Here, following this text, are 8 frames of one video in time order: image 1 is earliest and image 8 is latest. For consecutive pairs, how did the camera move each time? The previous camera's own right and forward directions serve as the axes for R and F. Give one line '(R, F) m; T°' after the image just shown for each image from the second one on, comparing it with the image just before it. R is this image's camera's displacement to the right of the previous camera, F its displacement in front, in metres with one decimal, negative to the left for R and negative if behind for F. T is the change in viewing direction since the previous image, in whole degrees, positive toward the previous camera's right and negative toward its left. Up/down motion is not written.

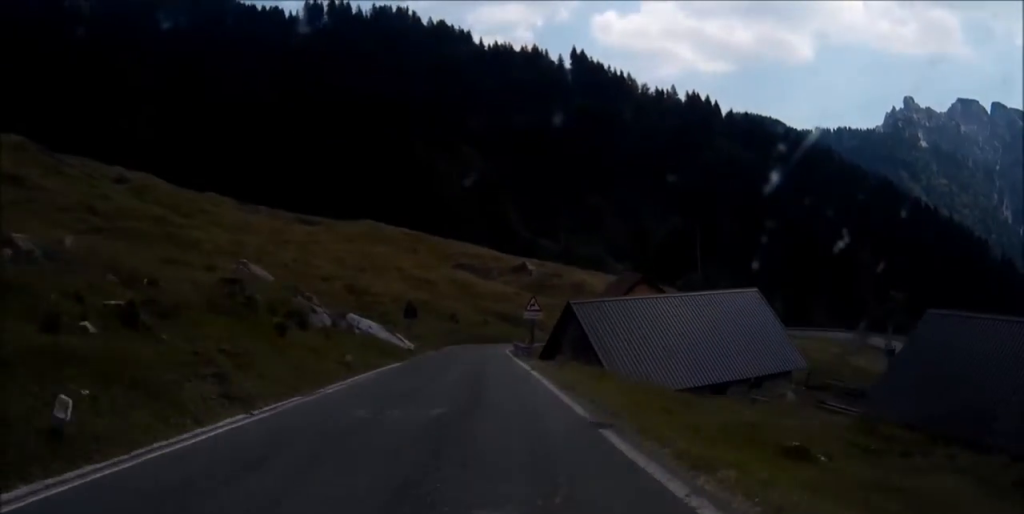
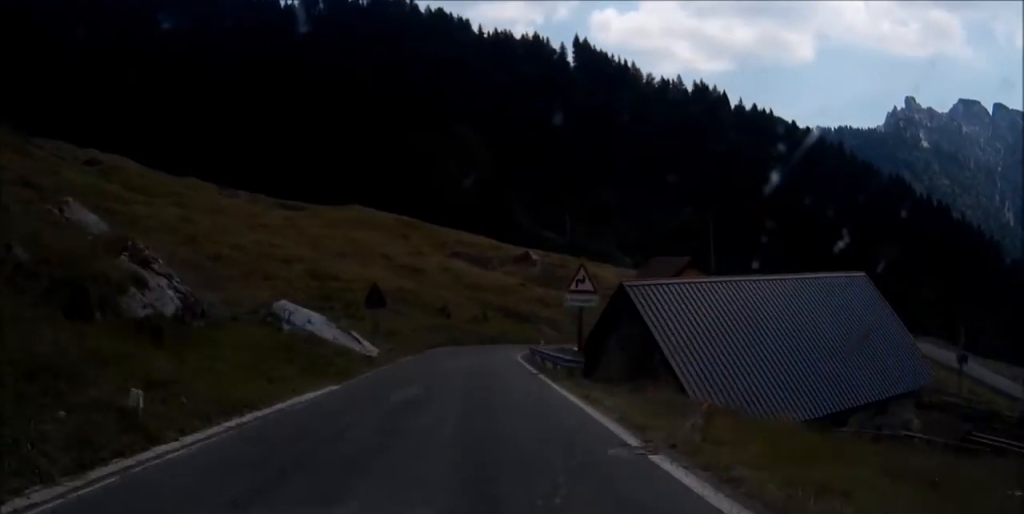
(-0.2, +13.2) m; +1°
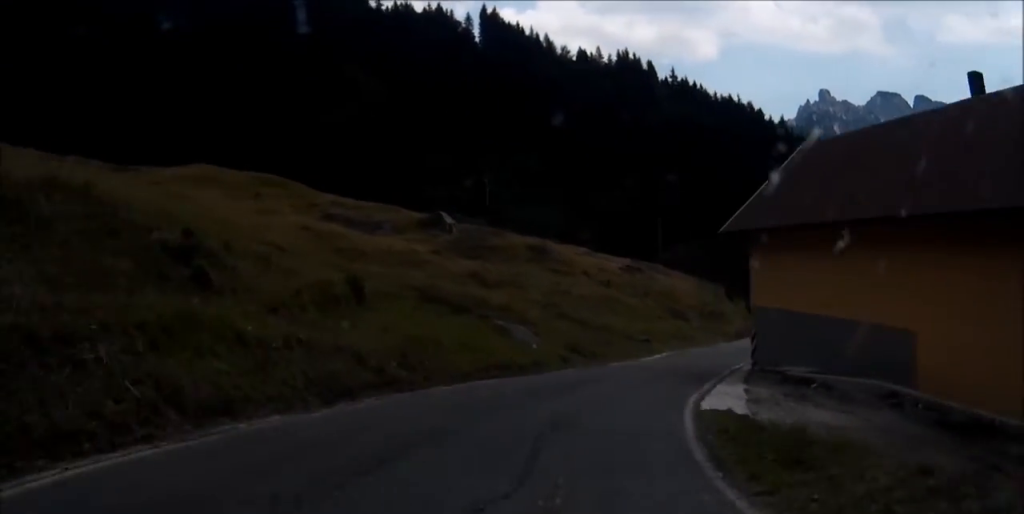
(+2.1, +36.7) m; +17°
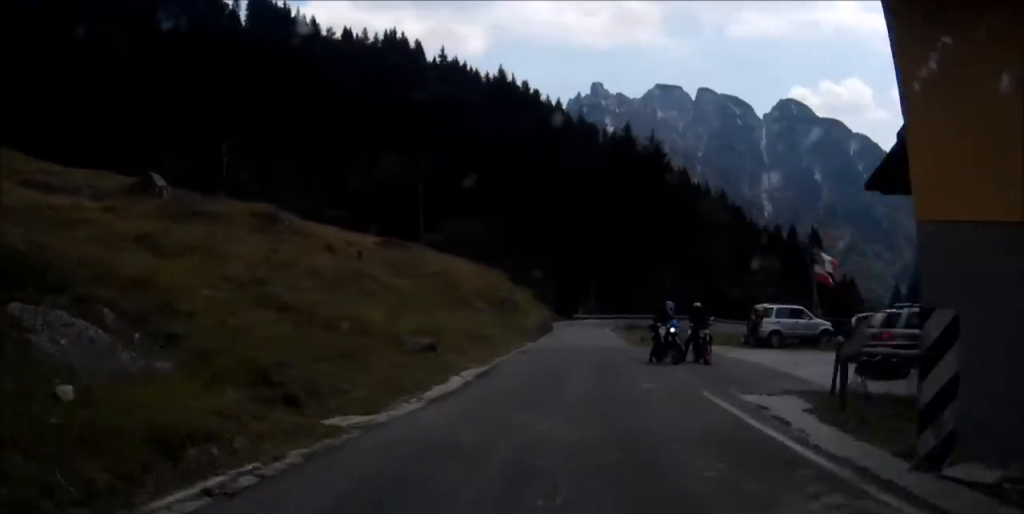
(+3.5, +17.9) m; +12°
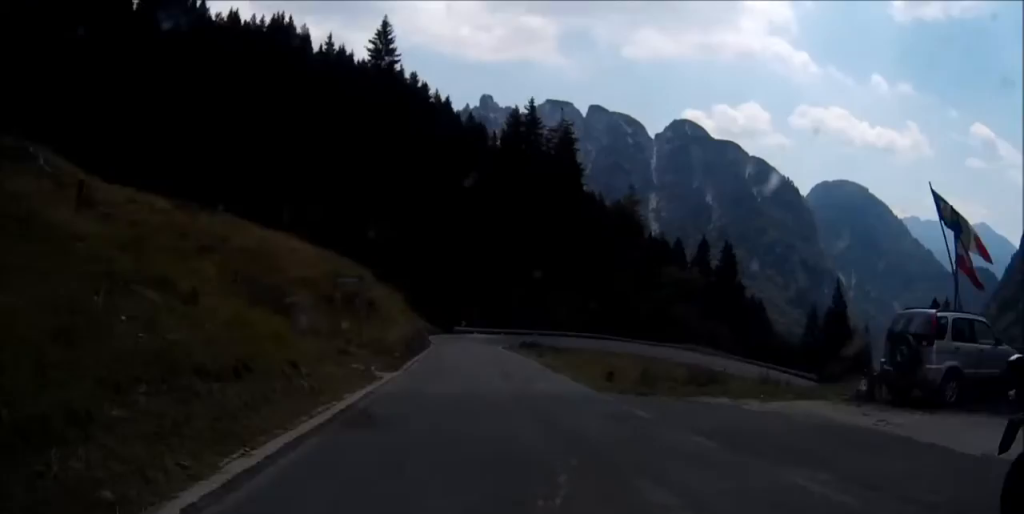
(+1.8, +18.5) m; +6°
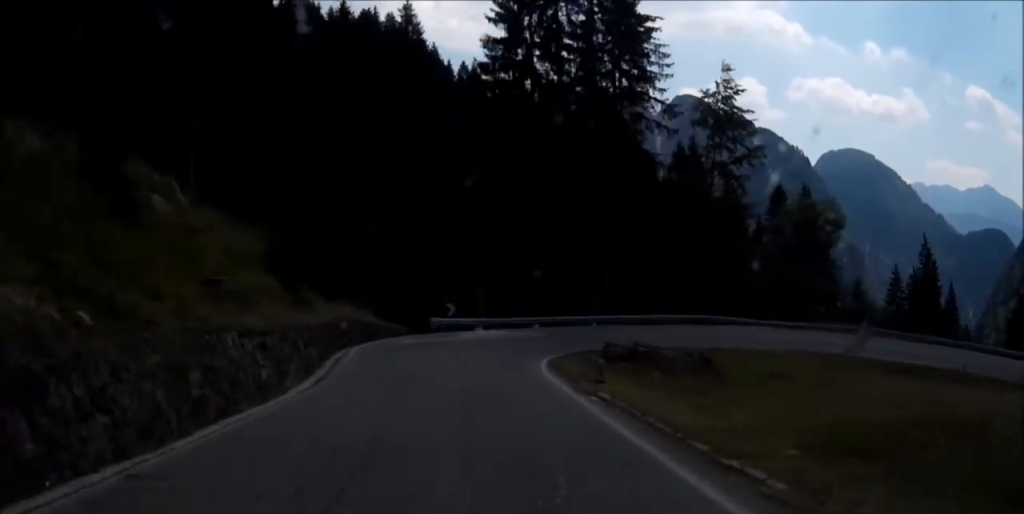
(+1.1, +38.2) m; +5°
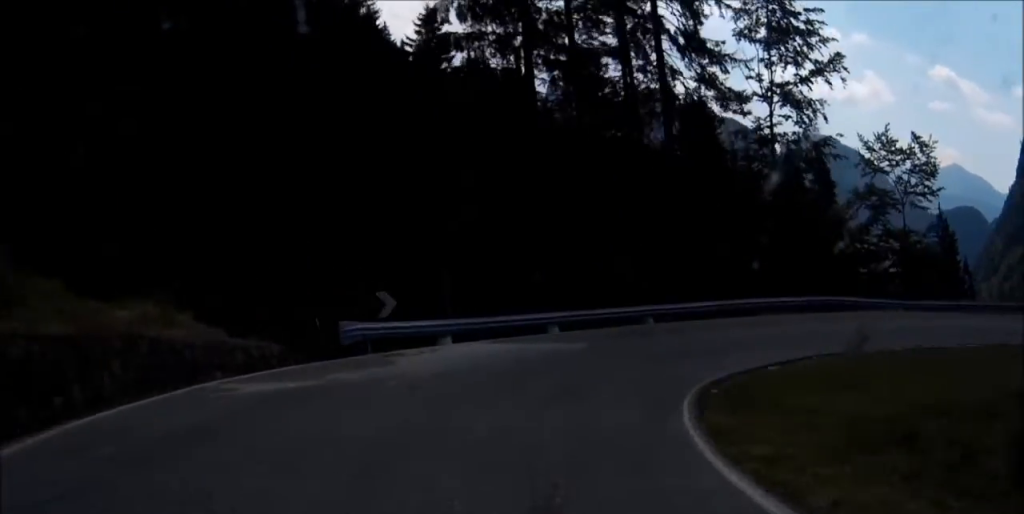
(+0.4, +15.8) m; +17°
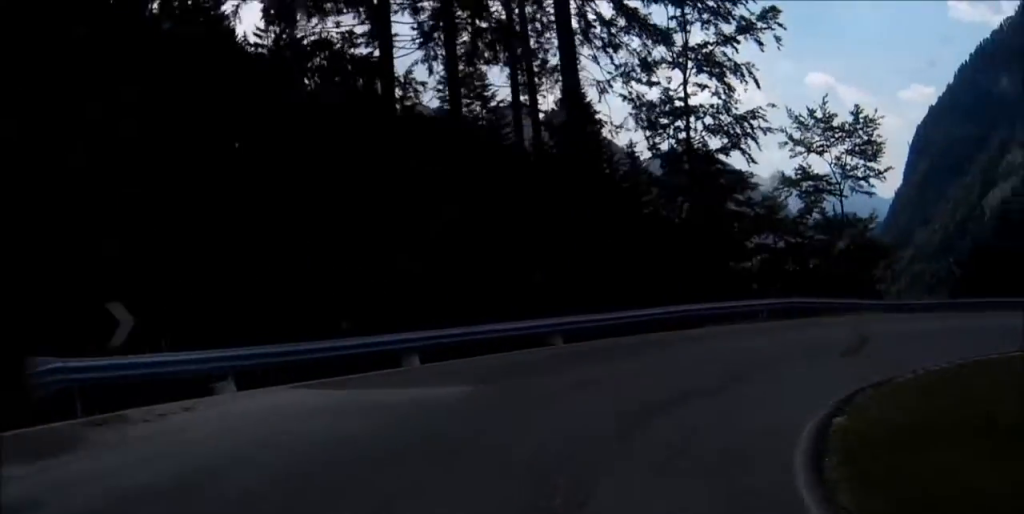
(+0.2, +7.0) m; +23°
